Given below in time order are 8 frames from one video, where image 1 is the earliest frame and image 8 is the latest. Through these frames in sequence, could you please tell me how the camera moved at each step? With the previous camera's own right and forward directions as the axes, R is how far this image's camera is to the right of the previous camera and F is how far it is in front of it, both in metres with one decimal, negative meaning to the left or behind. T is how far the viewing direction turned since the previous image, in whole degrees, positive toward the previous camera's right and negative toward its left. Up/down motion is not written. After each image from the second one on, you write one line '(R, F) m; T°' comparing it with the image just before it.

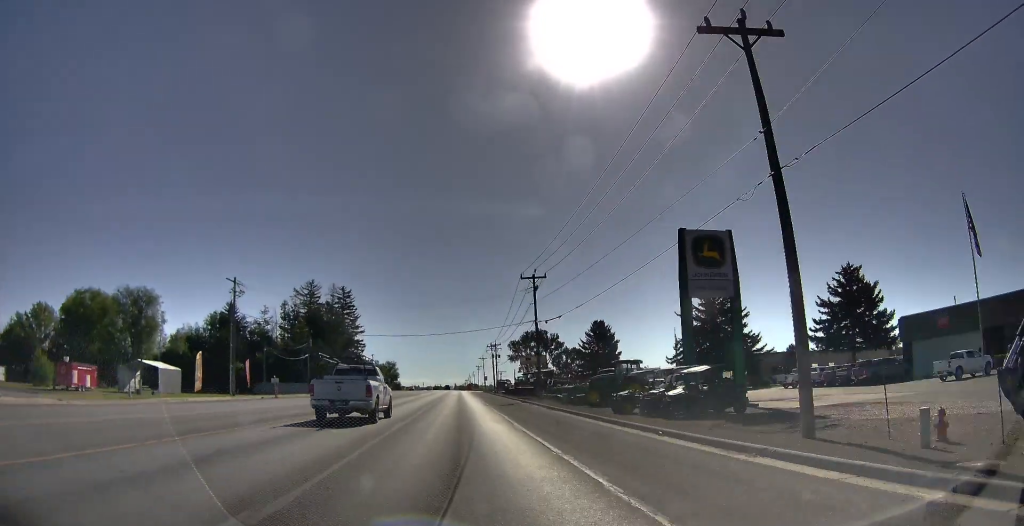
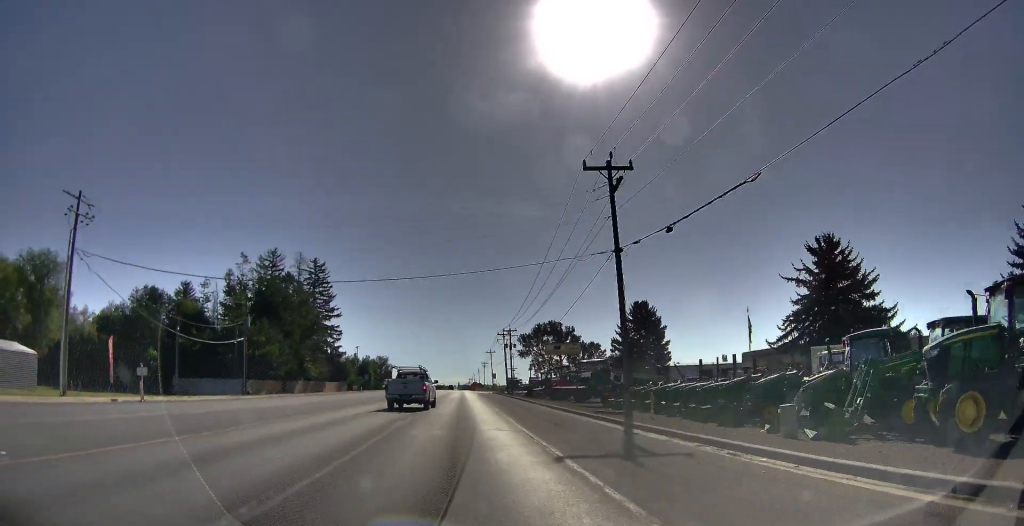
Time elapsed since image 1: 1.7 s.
(-0.8, +28.0) m; 0°
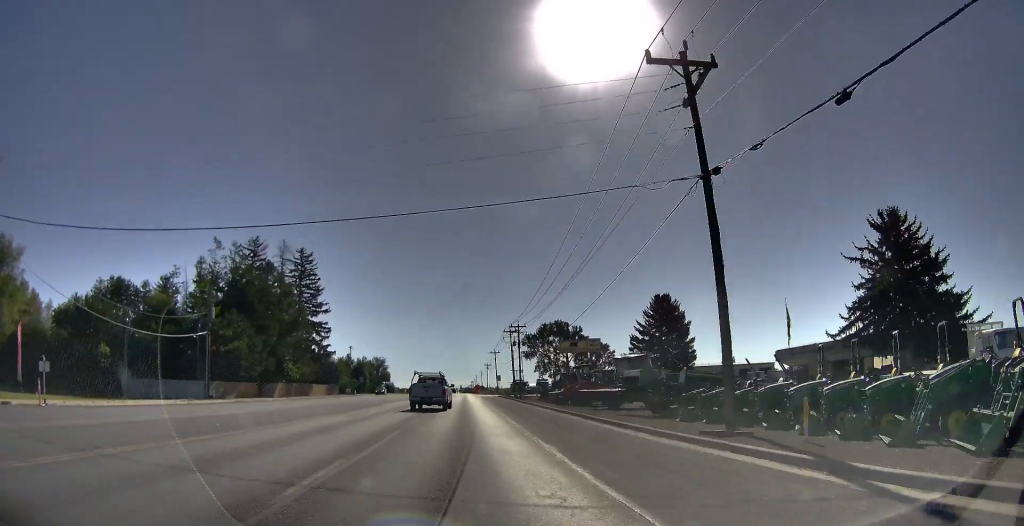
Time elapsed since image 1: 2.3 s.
(+0.1, +11.8) m; +1°
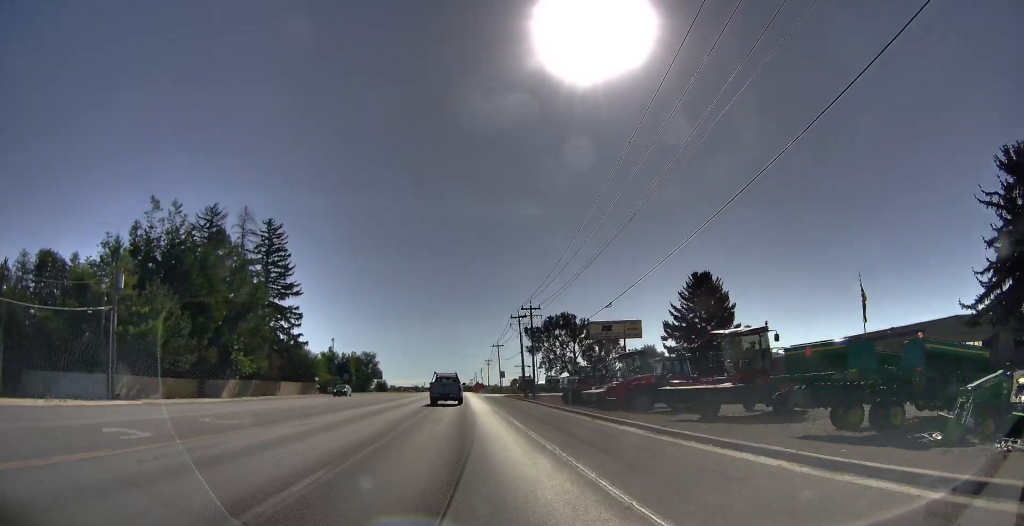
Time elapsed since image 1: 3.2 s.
(+0.3, +19.5) m; +1°
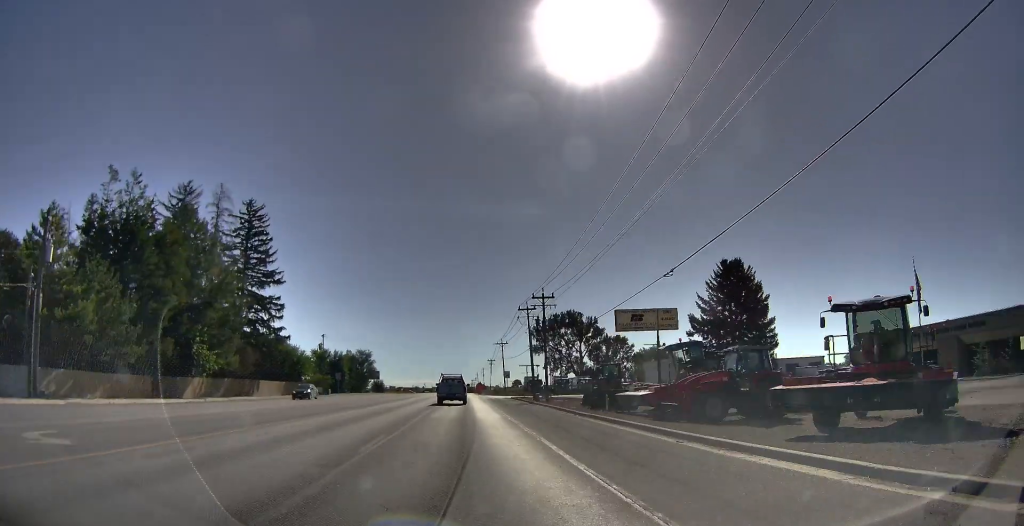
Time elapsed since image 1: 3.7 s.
(0.0, +9.9) m; 0°
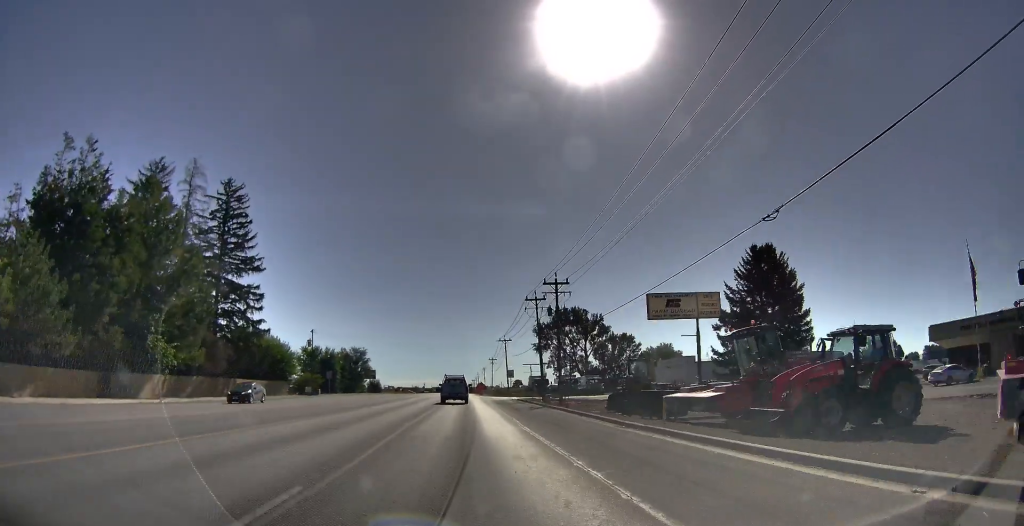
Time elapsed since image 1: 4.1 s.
(0.0, +8.5) m; 0°
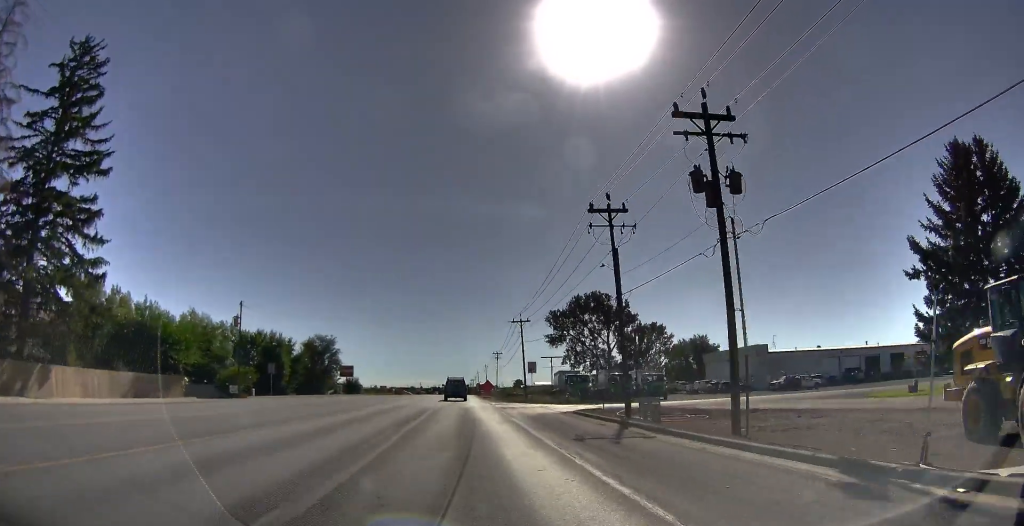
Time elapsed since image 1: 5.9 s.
(-0.9, +33.4) m; -1°
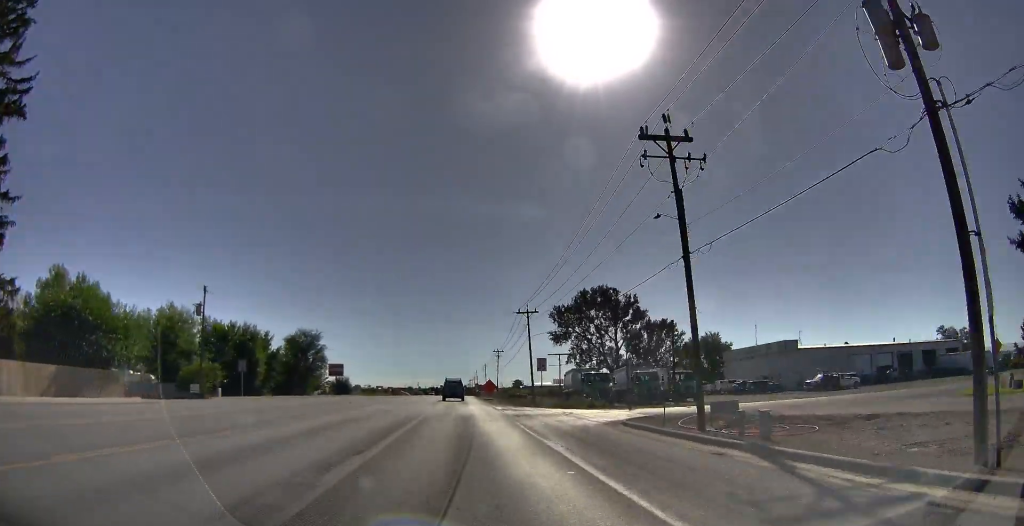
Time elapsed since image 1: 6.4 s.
(+0.2, +9.9) m; +1°
